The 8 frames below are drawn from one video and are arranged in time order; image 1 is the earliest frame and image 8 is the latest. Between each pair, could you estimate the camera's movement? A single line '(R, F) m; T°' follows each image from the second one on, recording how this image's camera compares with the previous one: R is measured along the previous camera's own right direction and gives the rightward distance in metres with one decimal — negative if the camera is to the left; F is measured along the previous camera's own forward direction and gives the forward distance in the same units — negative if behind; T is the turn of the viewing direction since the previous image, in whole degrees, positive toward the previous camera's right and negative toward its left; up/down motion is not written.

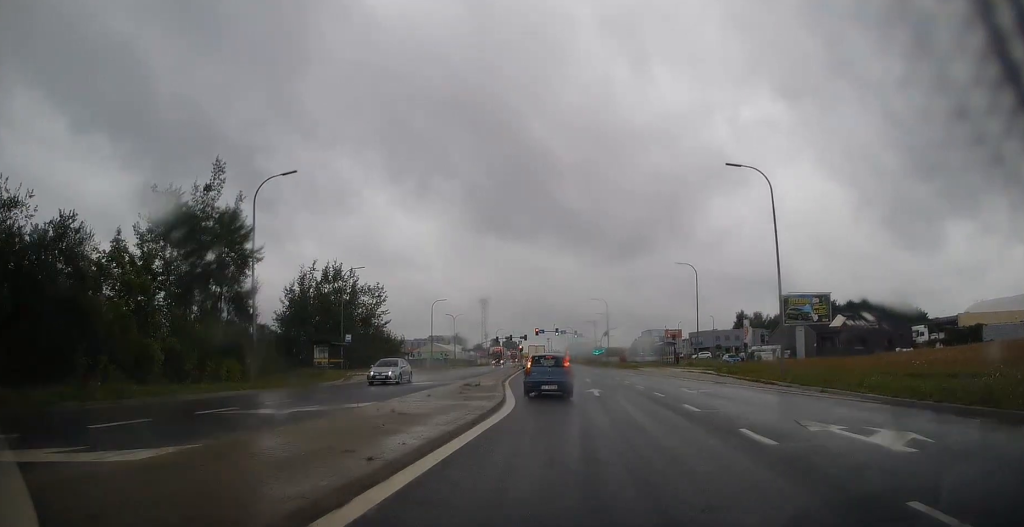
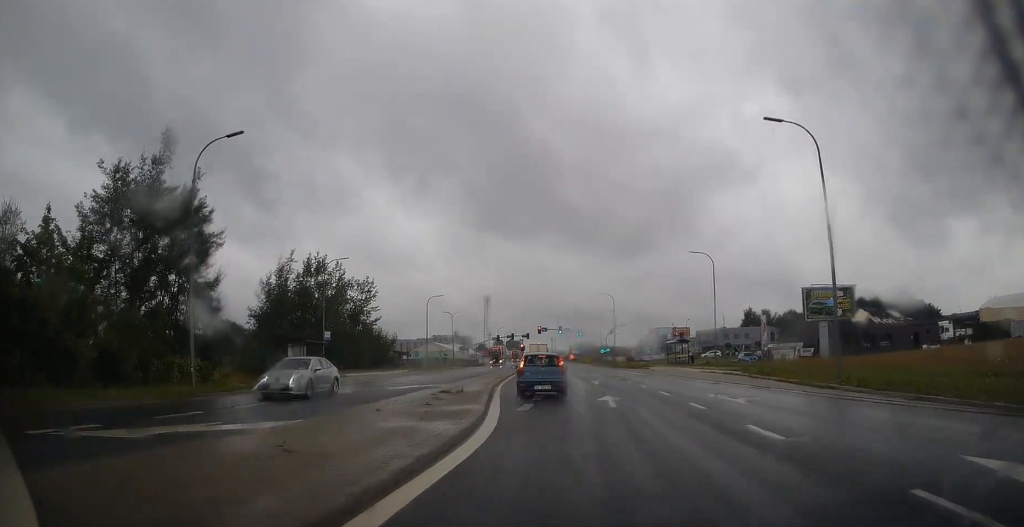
(-0.1, +5.4) m; 0°
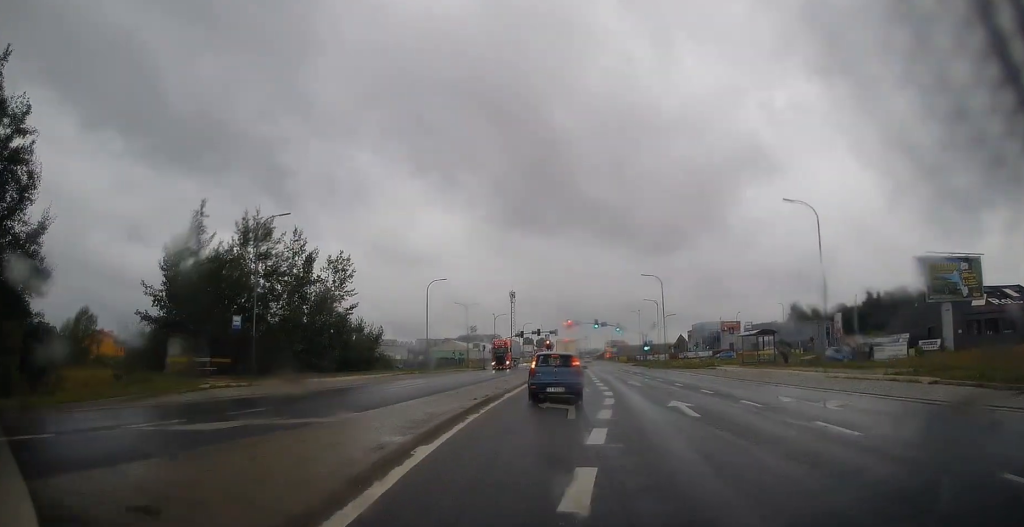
(+0.2, +18.0) m; +1°
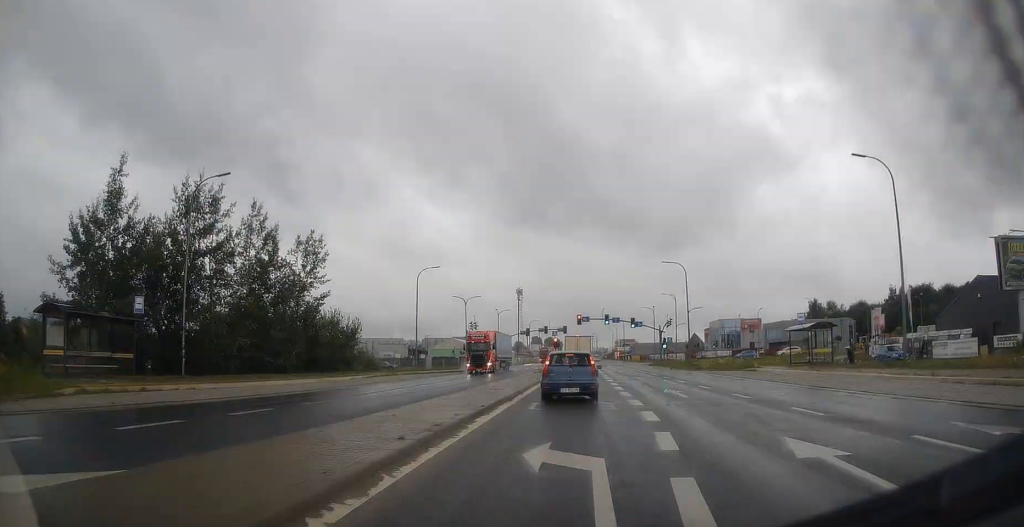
(0.0, +9.0) m; -2°
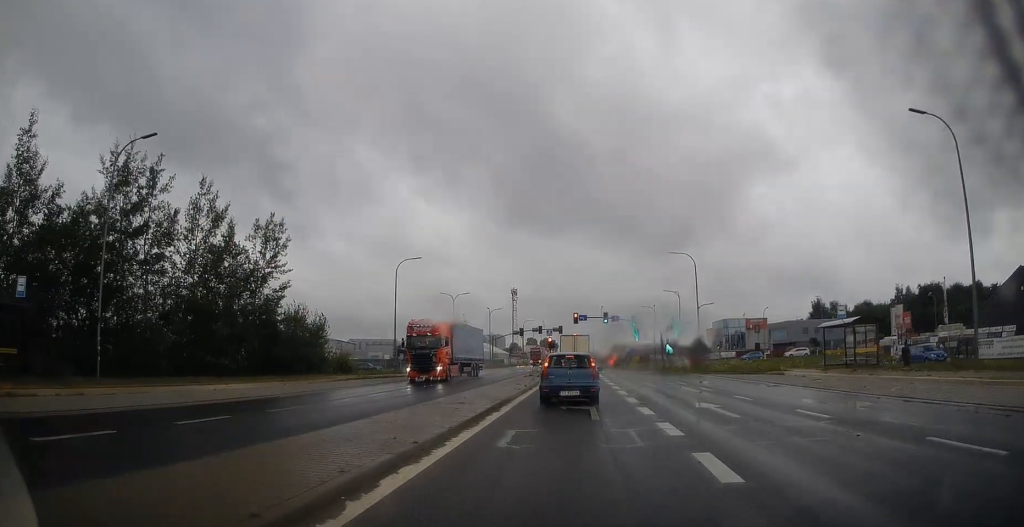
(-0.3, +6.4) m; -1°
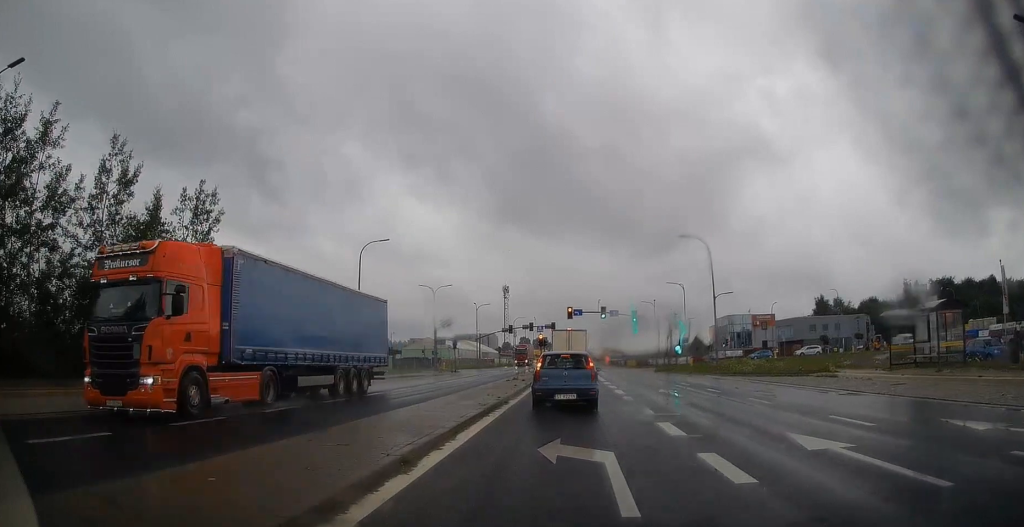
(+0.2, +7.7) m; +1°
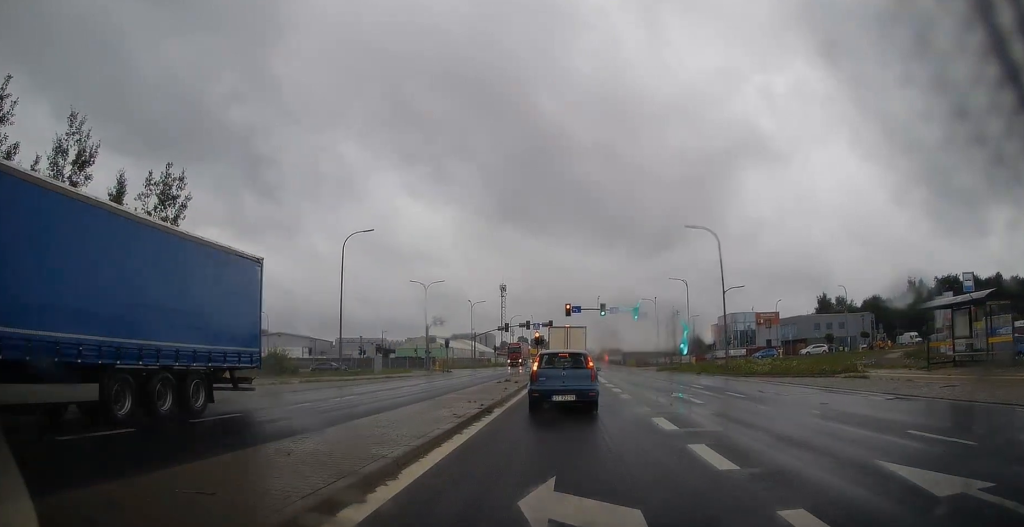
(0.0, +2.8) m; -1°
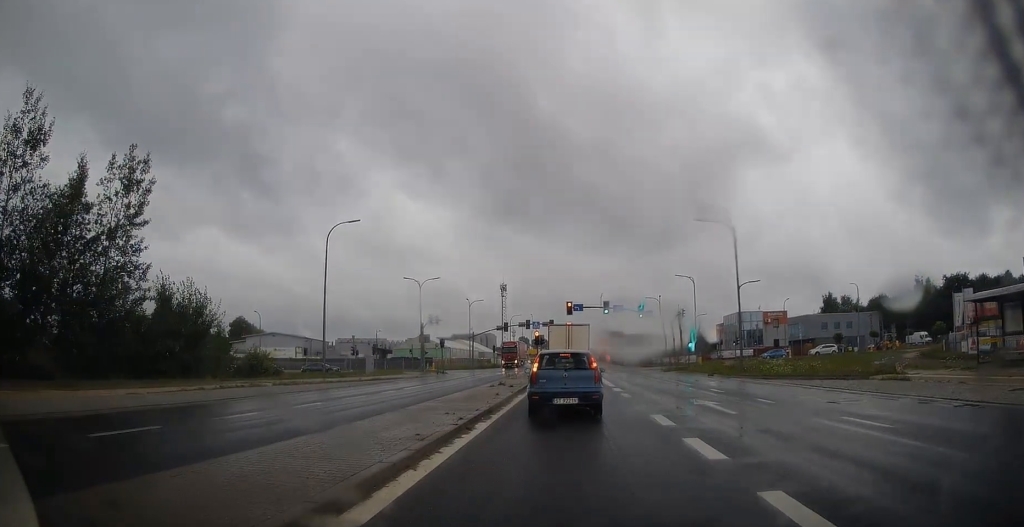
(0.0, +3.1) m; -2°
